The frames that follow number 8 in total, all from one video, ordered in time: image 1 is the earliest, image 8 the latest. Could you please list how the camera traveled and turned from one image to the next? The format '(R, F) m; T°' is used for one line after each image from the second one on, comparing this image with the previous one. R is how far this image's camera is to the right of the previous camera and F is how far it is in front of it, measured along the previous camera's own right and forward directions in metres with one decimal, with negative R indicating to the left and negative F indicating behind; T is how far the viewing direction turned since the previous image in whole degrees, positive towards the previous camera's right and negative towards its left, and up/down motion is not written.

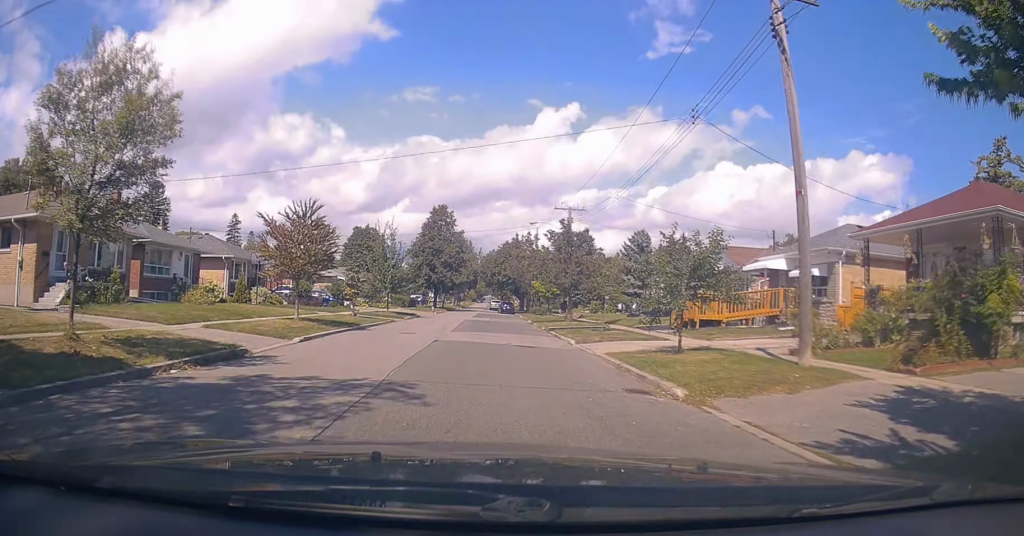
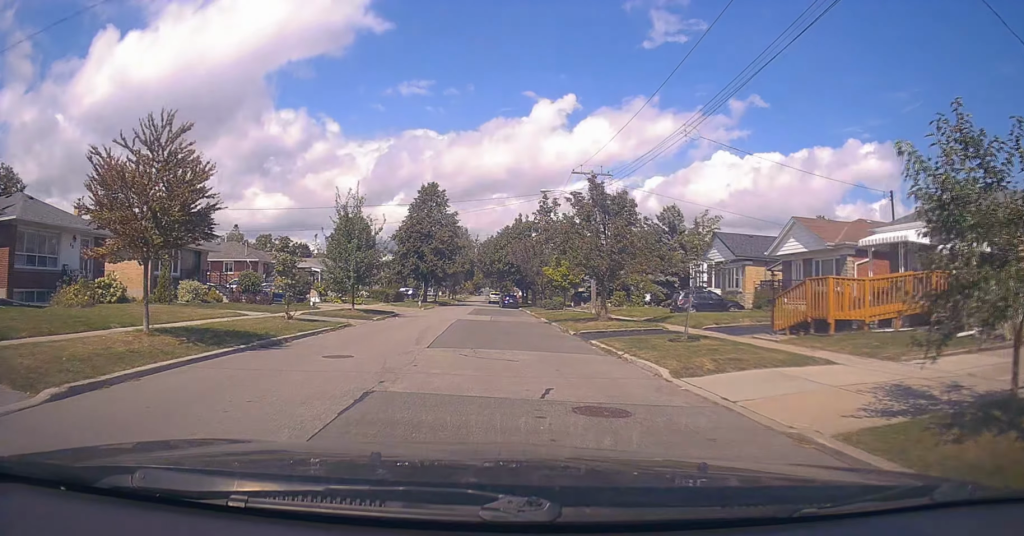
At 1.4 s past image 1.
(0.0, +11.3) m; +1°
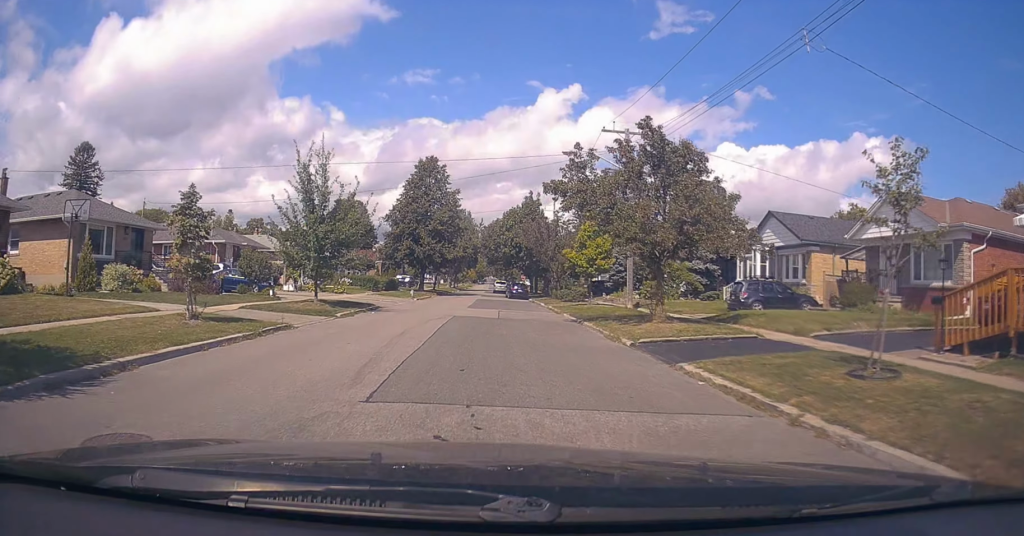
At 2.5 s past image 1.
(0.0, +8.3) m; -1°
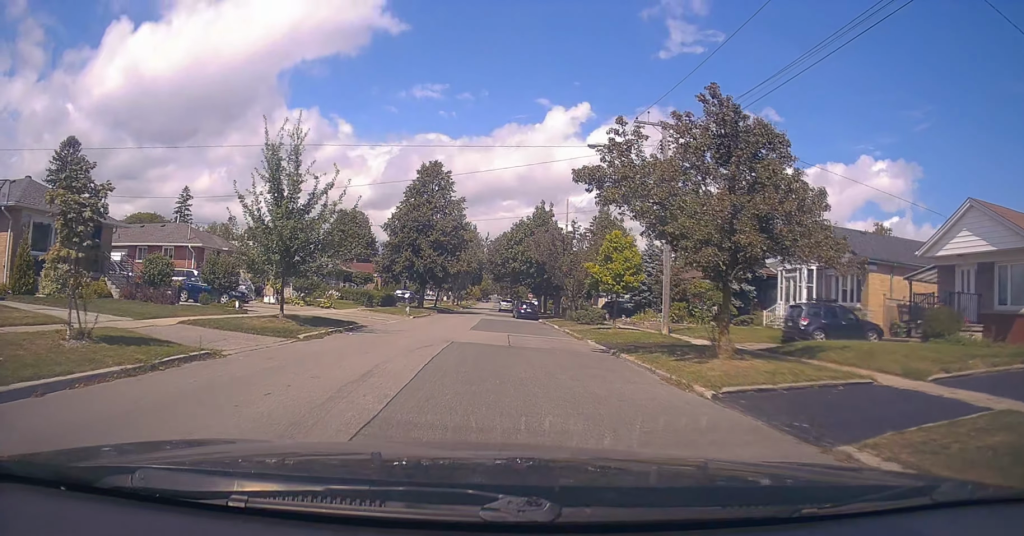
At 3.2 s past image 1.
(-0.1, +5.0) m; -1°
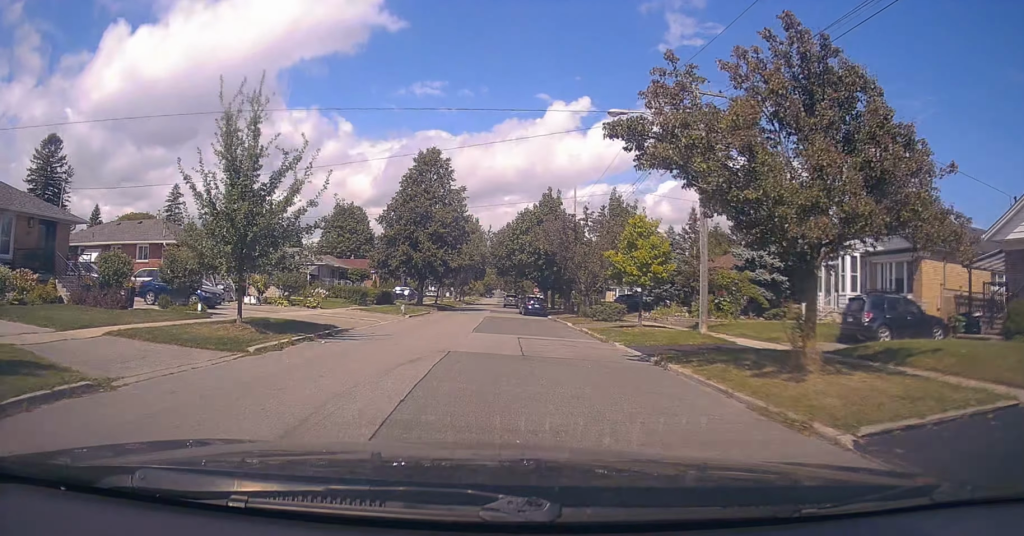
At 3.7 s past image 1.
(-0.1, +3.9) m; +1°
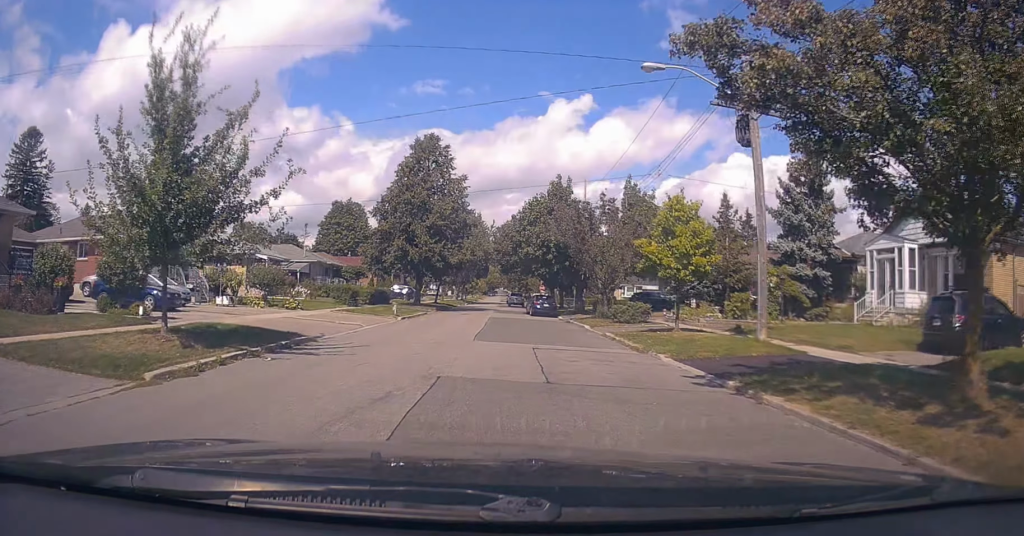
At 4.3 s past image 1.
(+0.1, +4.3) m; +1°
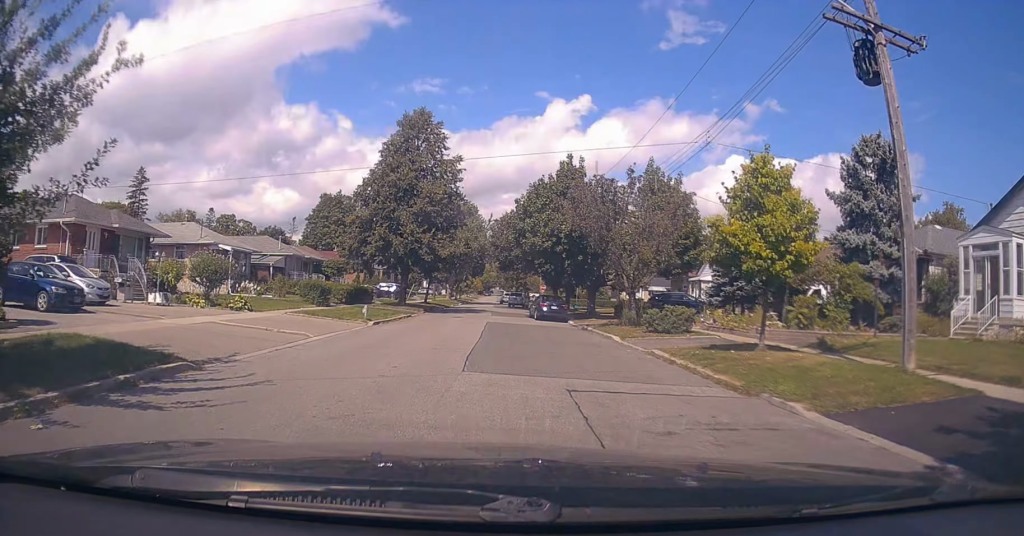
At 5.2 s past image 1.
(+0.1, +6.6) m; -1°
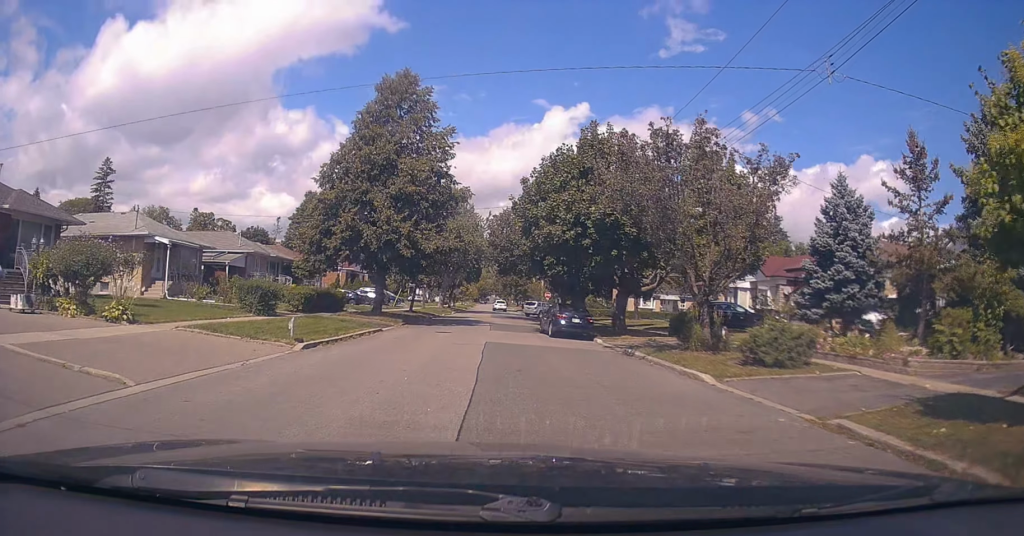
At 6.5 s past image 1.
(-0.3, +8.7) m; -1°
